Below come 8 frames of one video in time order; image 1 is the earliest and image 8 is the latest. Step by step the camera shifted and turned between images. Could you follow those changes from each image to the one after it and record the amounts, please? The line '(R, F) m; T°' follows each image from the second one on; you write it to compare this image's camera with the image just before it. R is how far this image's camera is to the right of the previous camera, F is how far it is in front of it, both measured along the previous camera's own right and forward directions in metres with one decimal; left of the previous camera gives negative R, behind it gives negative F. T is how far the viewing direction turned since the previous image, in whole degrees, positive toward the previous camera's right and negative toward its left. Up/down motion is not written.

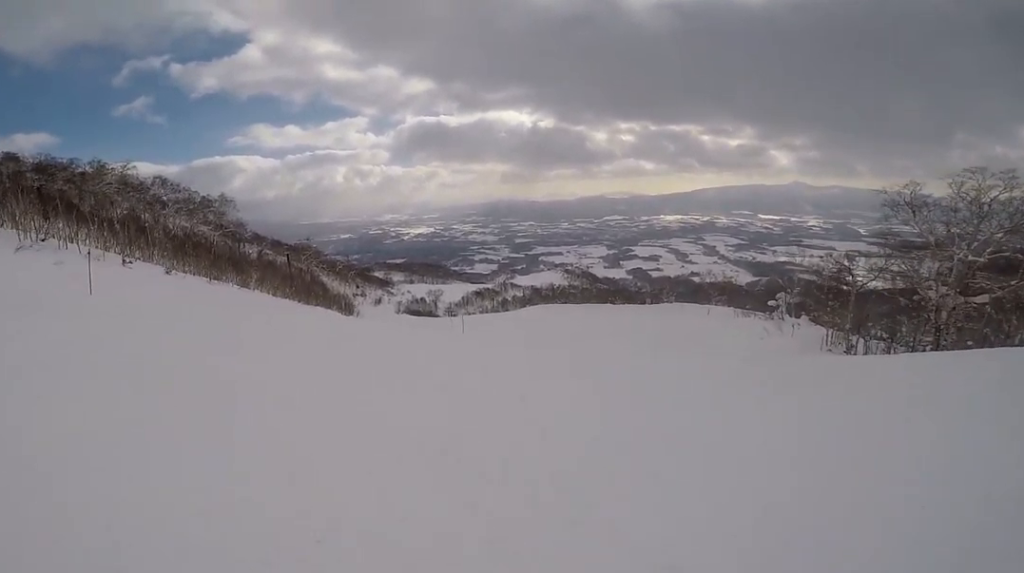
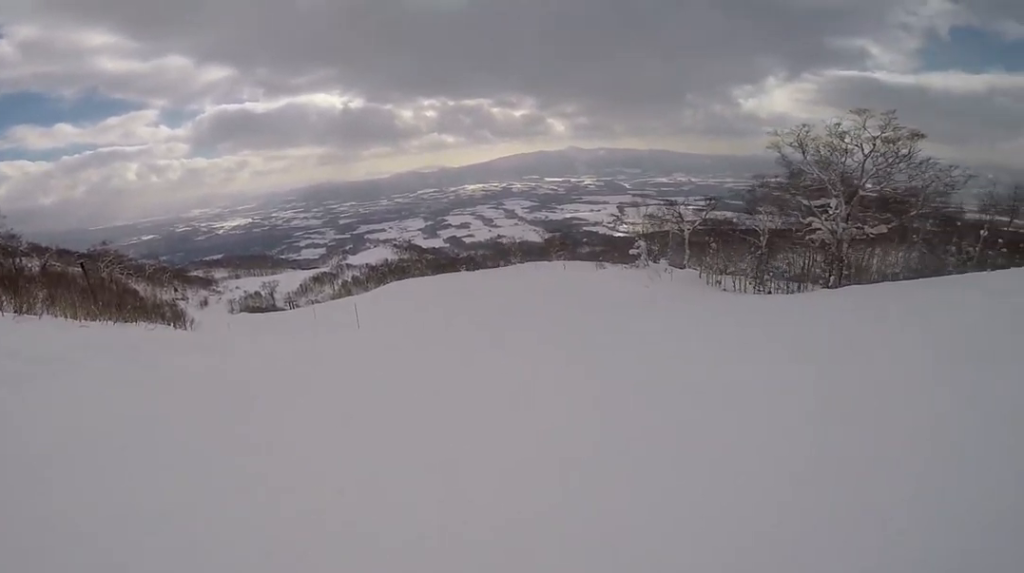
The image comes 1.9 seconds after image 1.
(-0.5, +9.6) m; +16°
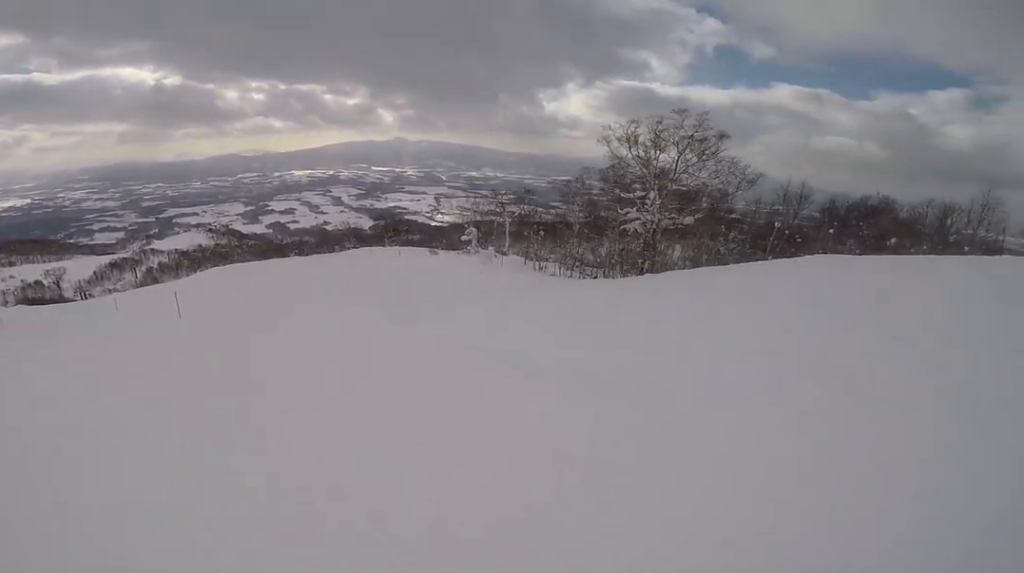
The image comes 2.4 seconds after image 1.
(0.0, +2.7) m; +17°
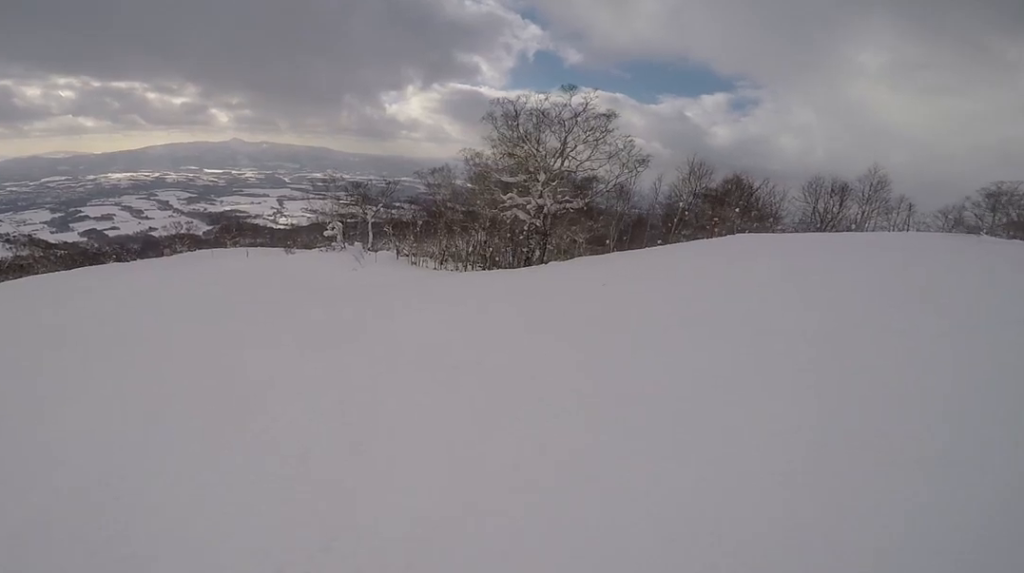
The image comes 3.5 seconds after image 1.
(+2.0, +5.4) m; +32°
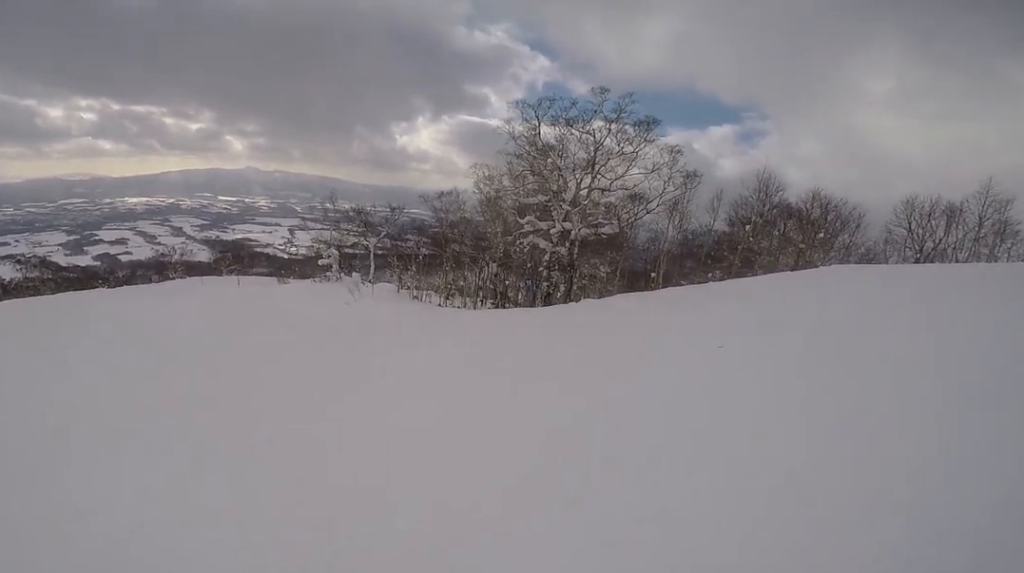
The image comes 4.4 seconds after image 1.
(+1.0, +5.0) m; +7°
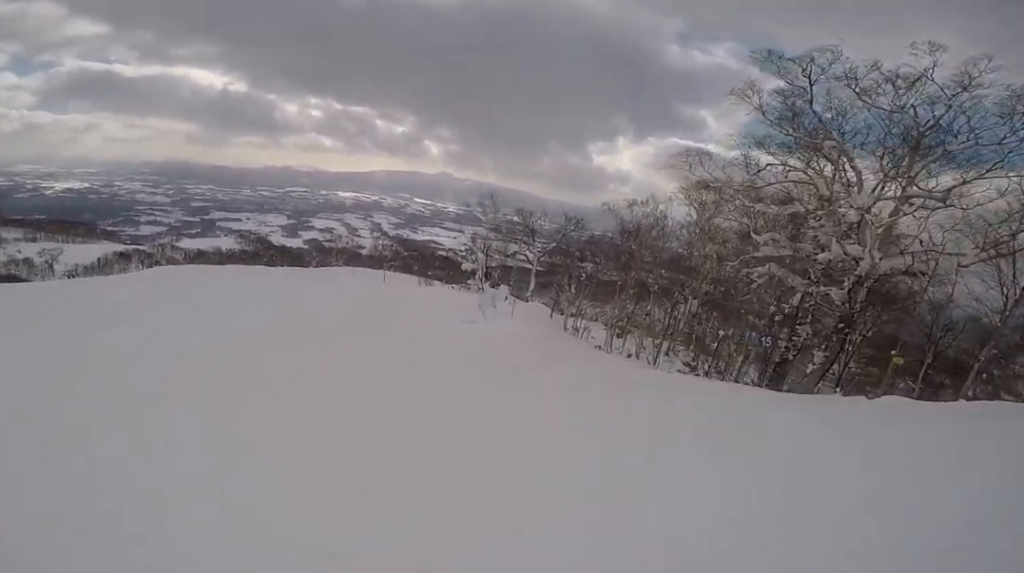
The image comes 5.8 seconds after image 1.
(-0.9, +9.2) m; -16°
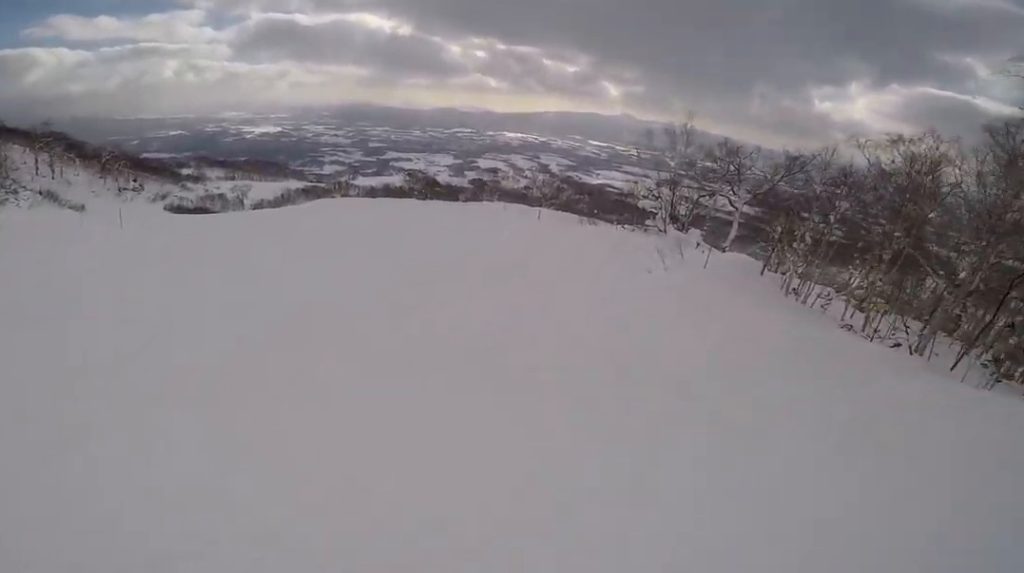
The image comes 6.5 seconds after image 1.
(-0.3, +5.0) m; -17°
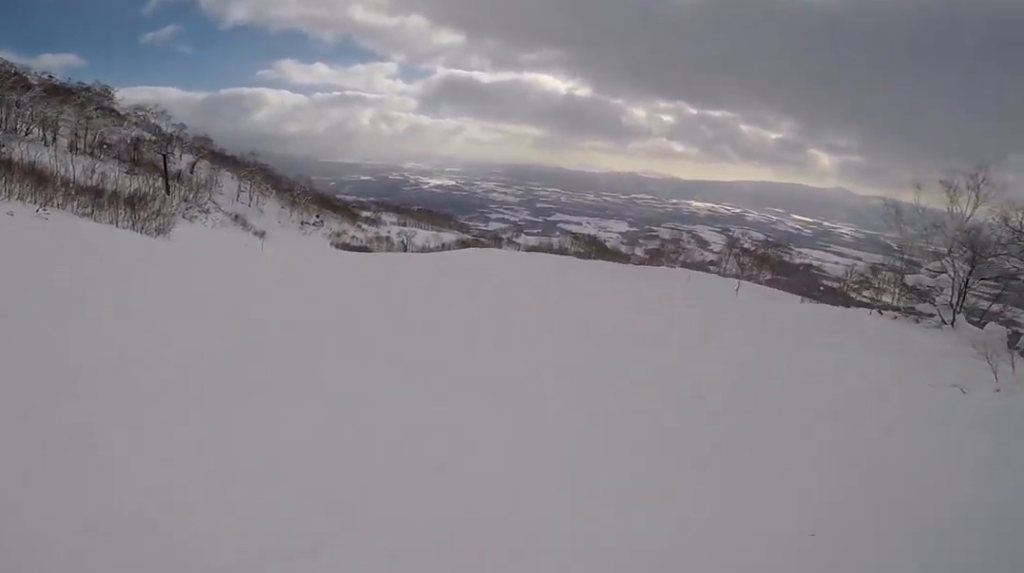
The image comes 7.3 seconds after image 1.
(-0.7, +6.1) m; -30°
